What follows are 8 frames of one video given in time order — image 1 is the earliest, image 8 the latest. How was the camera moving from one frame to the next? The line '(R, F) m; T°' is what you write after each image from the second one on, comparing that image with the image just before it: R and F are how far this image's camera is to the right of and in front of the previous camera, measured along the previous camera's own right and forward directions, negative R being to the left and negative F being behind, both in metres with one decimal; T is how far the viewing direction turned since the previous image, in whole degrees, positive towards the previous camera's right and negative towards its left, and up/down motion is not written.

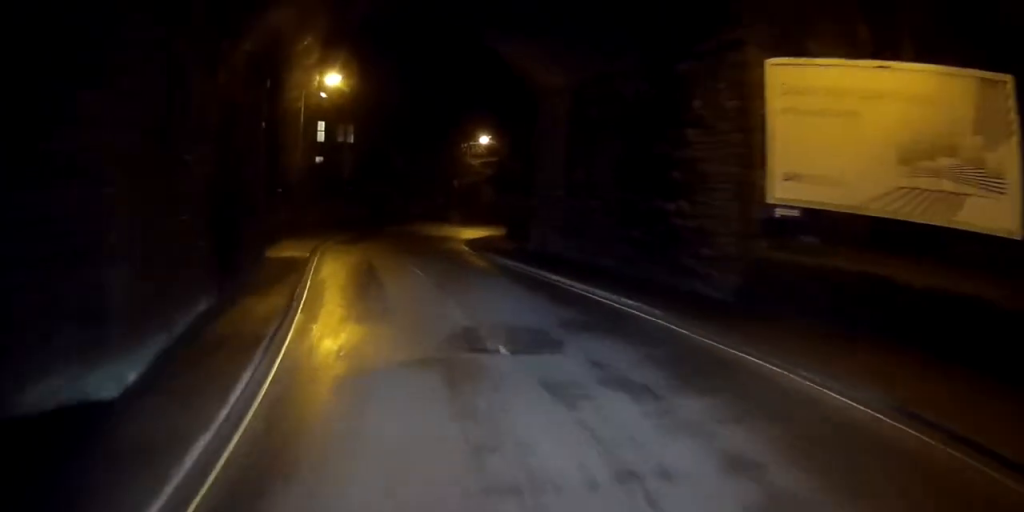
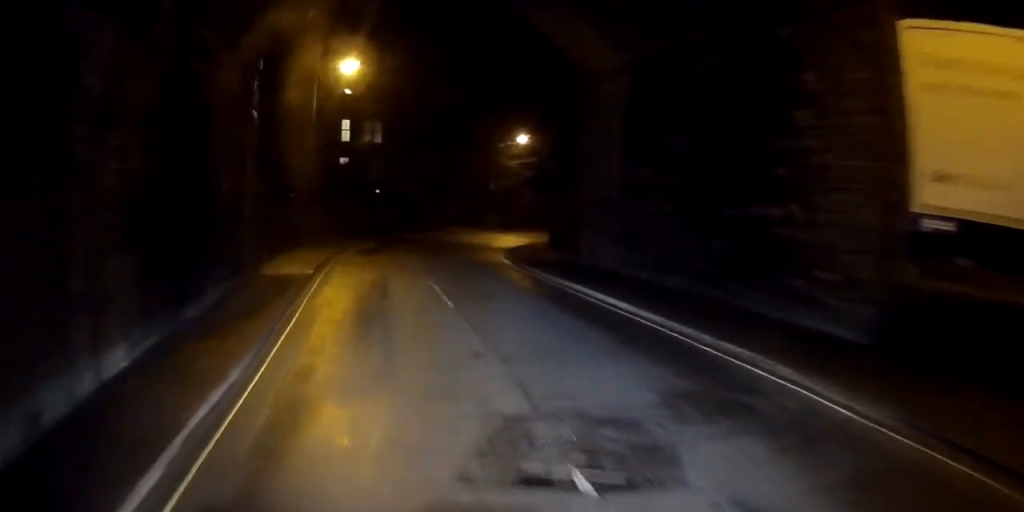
(0.0, +4.4) m; -2°
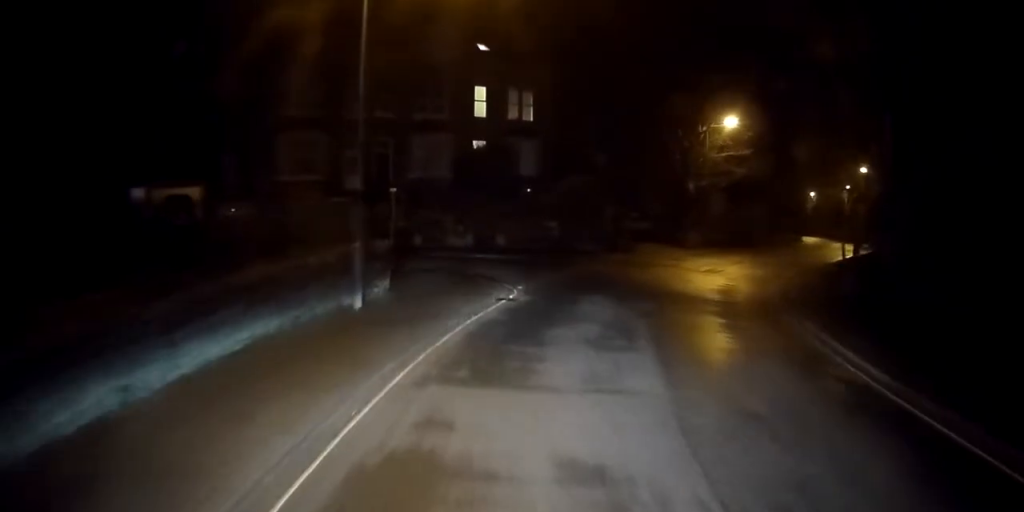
(-1.9, +18.8) m; -6°
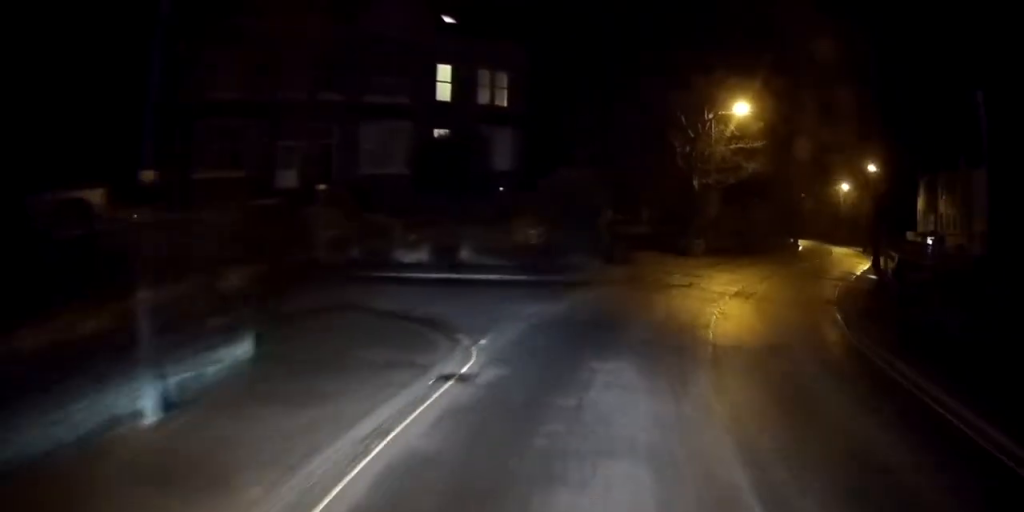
(+0.3, +7.1) m; +5°
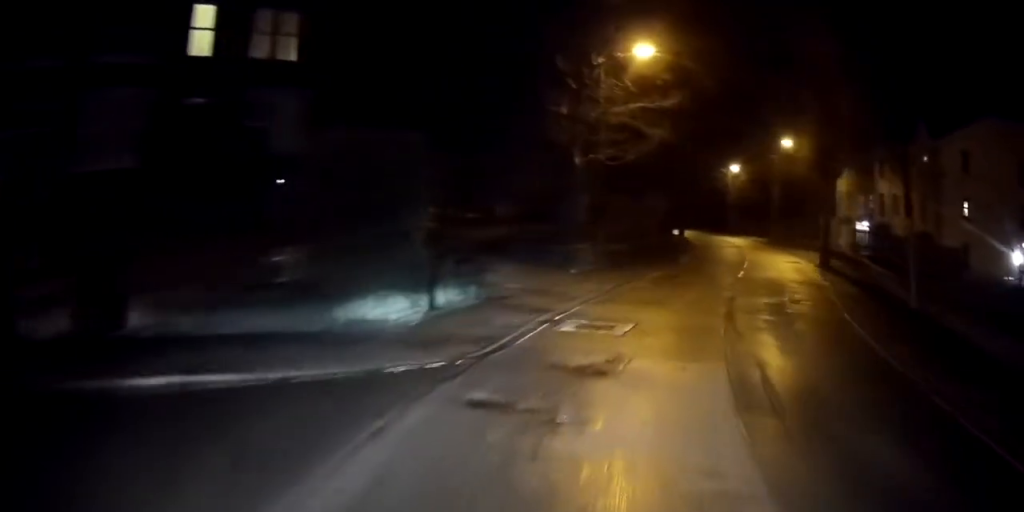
(+1.2, +12.6) m; +12°
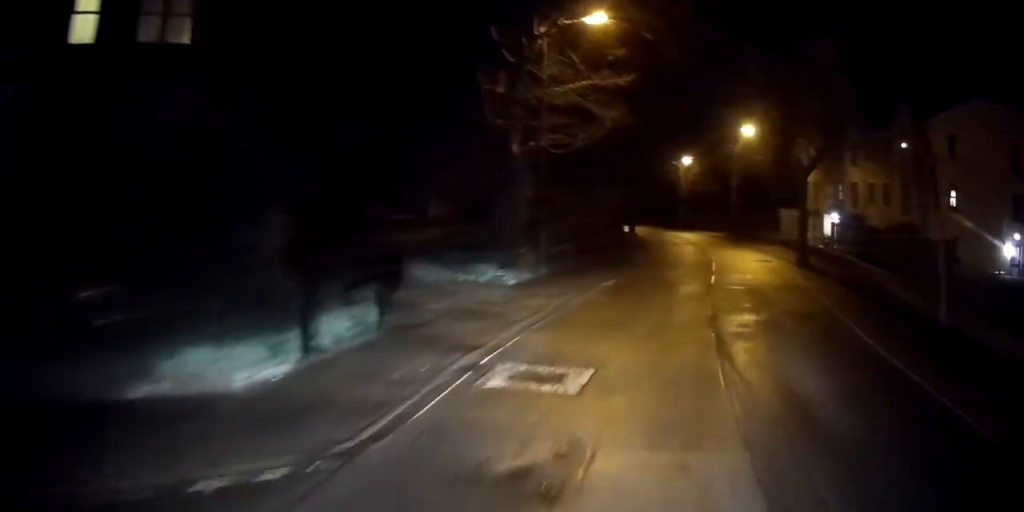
(+0.2, +4.2) m; +3°
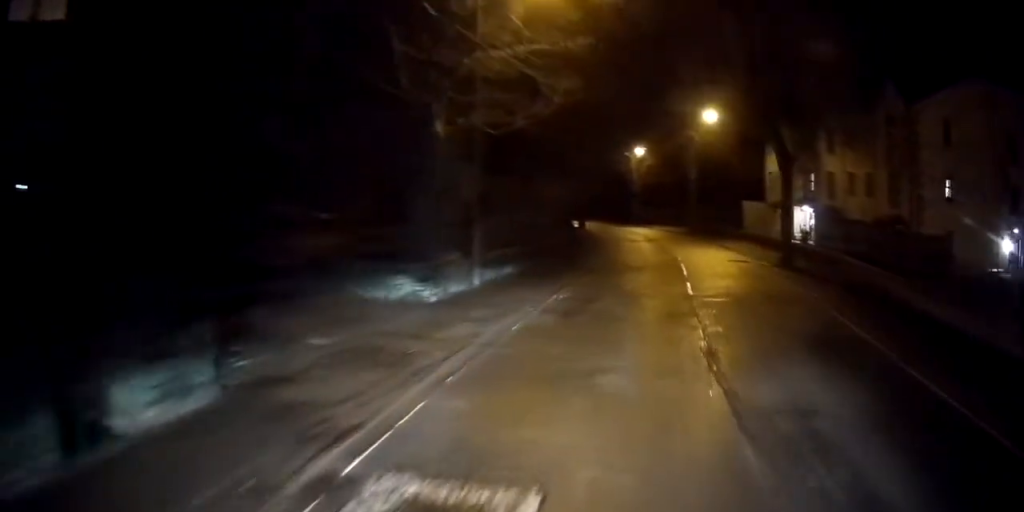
(+0.3, +4.5) m; +3°
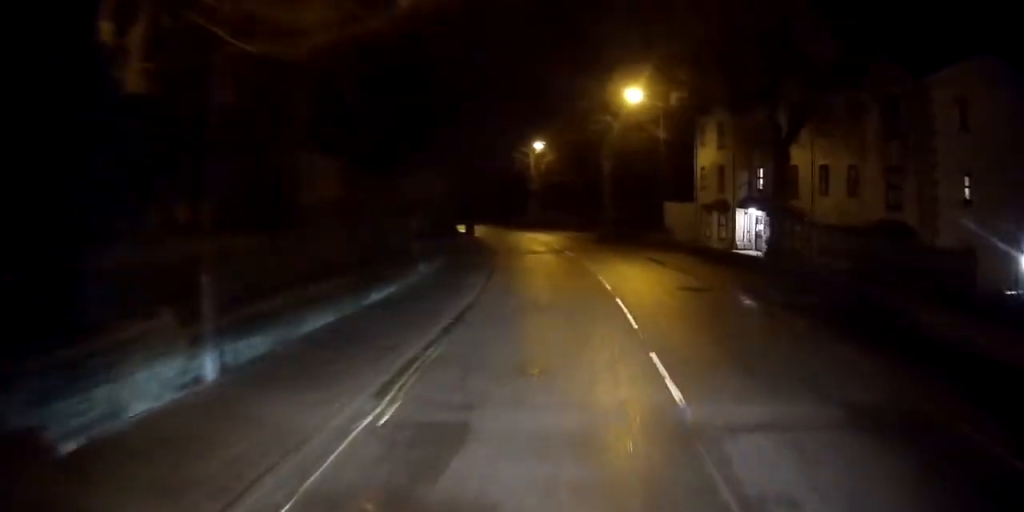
(+0.4, +9.6) m; +3°
